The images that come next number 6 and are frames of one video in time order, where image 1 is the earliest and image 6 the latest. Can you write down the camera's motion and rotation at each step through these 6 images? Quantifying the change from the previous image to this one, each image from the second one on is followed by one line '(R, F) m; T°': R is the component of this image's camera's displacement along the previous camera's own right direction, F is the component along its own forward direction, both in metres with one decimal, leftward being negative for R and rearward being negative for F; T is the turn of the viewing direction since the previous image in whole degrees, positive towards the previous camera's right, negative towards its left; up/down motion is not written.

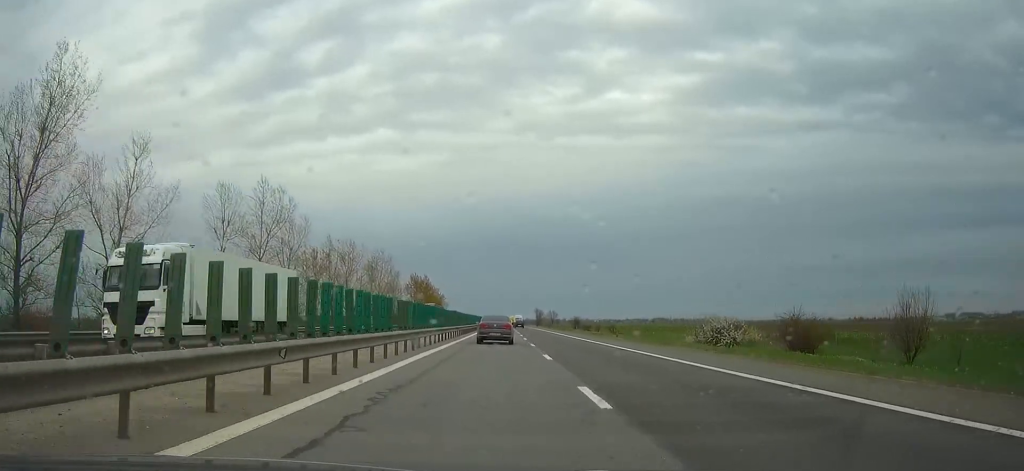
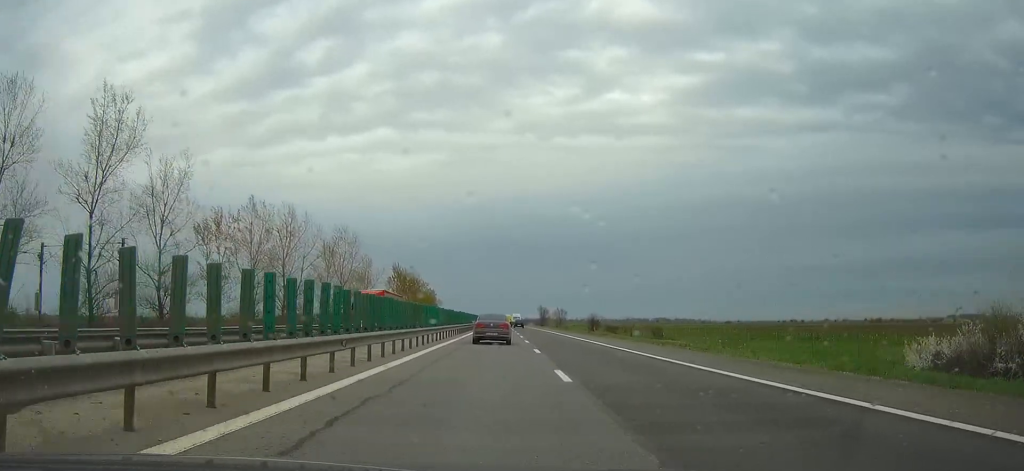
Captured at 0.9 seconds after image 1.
(+0.1, +29.6) m; 0°
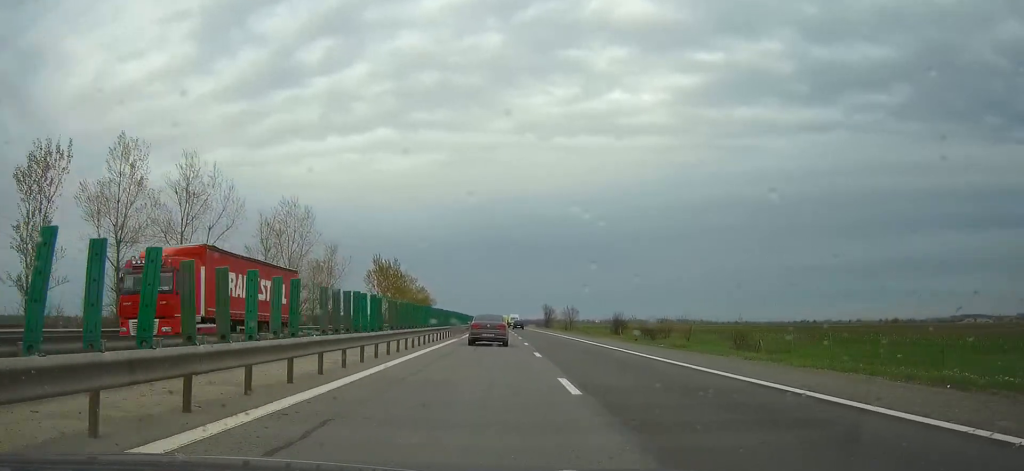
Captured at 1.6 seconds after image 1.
(-0.1, +26.2) m; 0°
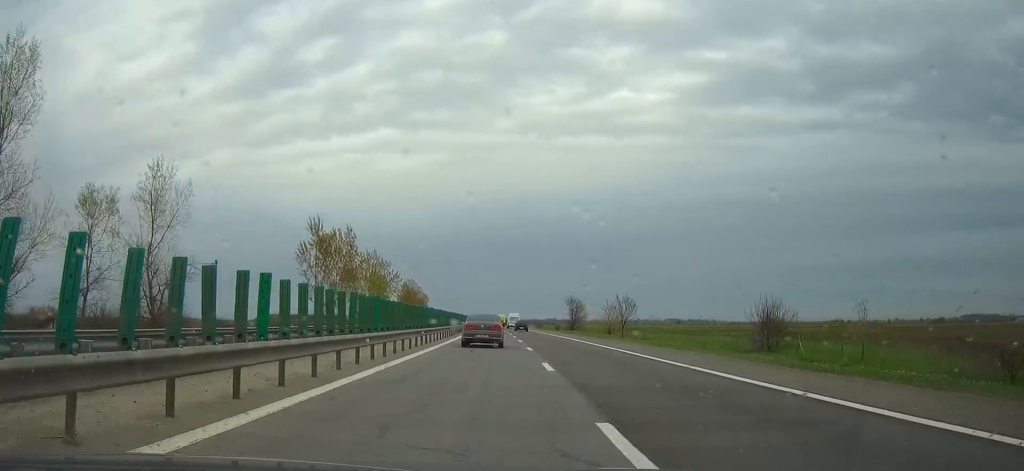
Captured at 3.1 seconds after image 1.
(-0.1, +54.8) m; 0°
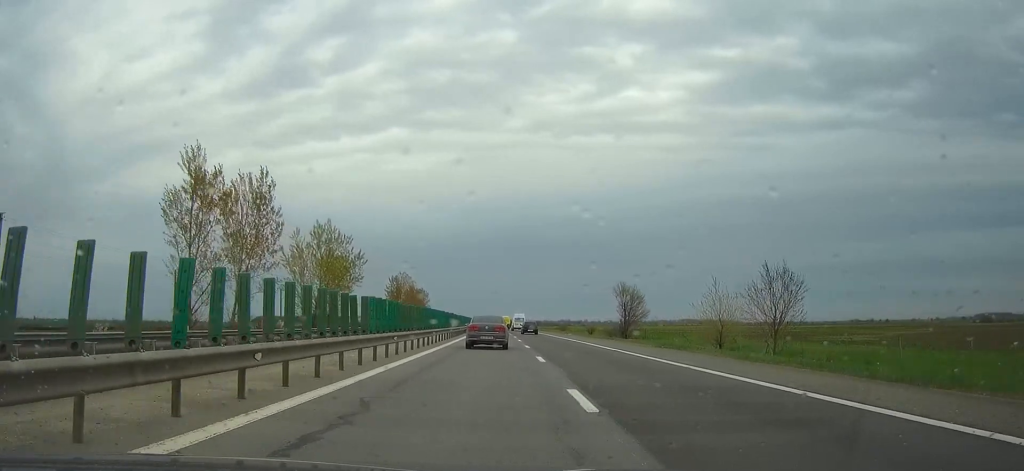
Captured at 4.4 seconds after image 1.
(-0.2, +44.7) m; -1°
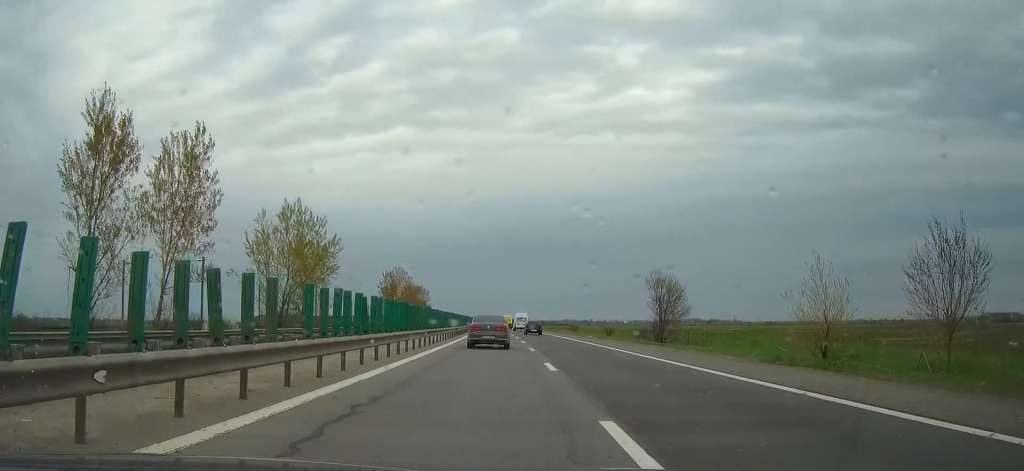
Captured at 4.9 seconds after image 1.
(0.0, +16.4) m; 0°
